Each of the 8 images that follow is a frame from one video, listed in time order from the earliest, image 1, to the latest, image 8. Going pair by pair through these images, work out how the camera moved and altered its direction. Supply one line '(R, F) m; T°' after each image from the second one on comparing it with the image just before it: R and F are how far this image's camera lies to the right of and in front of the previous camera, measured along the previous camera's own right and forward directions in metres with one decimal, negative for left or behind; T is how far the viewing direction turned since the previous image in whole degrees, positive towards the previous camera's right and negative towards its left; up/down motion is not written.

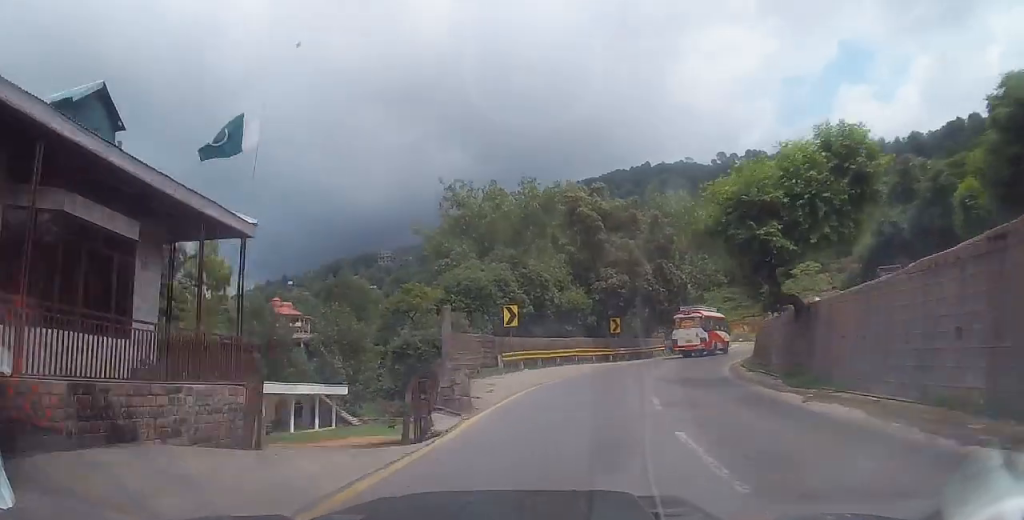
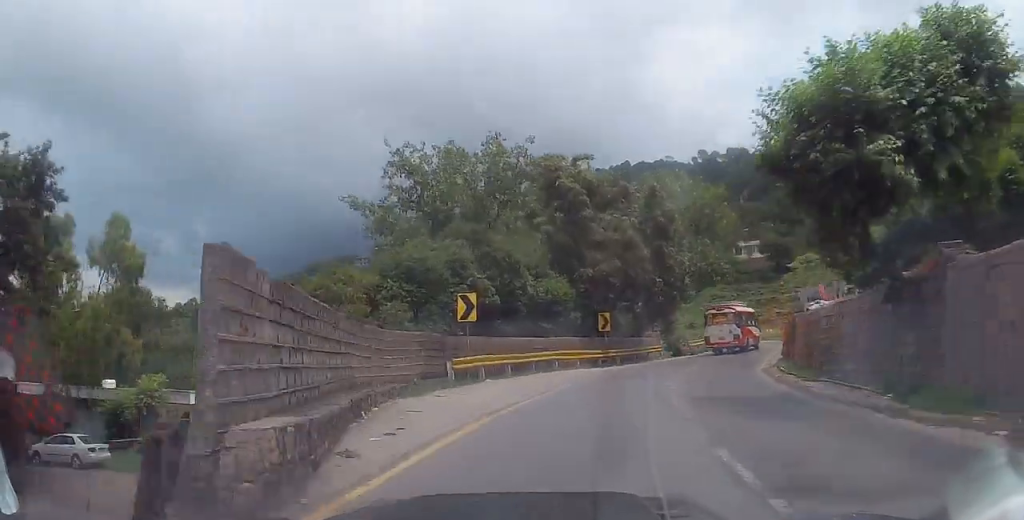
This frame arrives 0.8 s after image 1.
(+0.4, +7.4) m; +4°
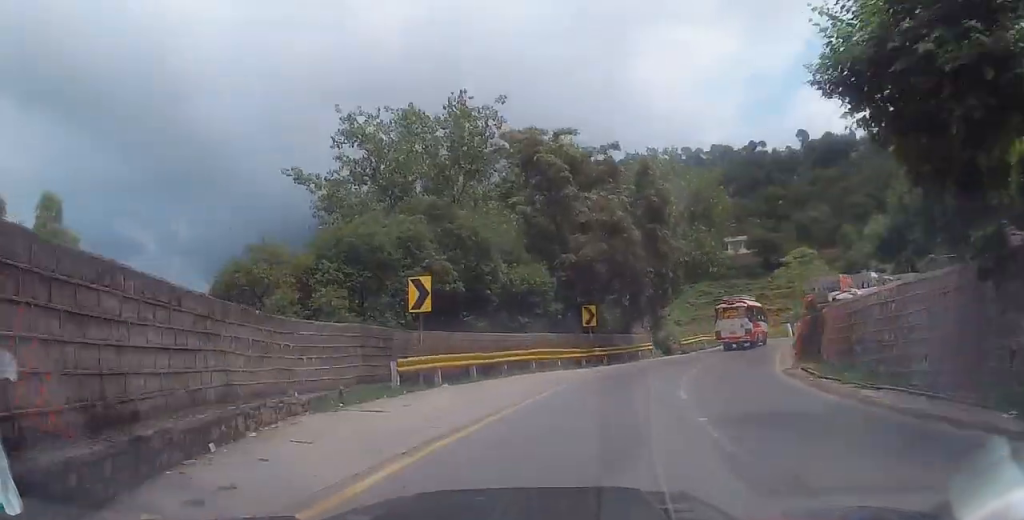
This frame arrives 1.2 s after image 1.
(+0.2, +4.2) m; +3°
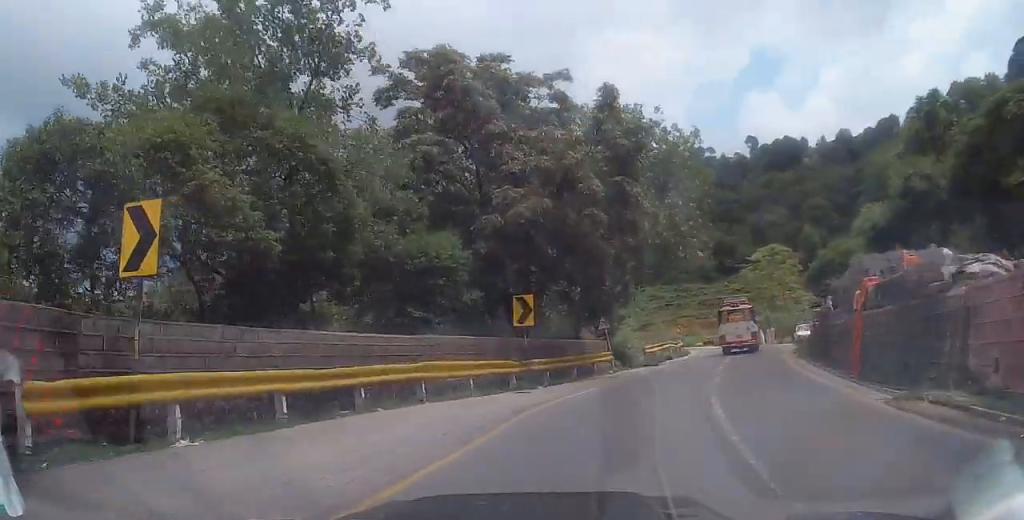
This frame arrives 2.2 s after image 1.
(+0.1, +9.6) m; +4°
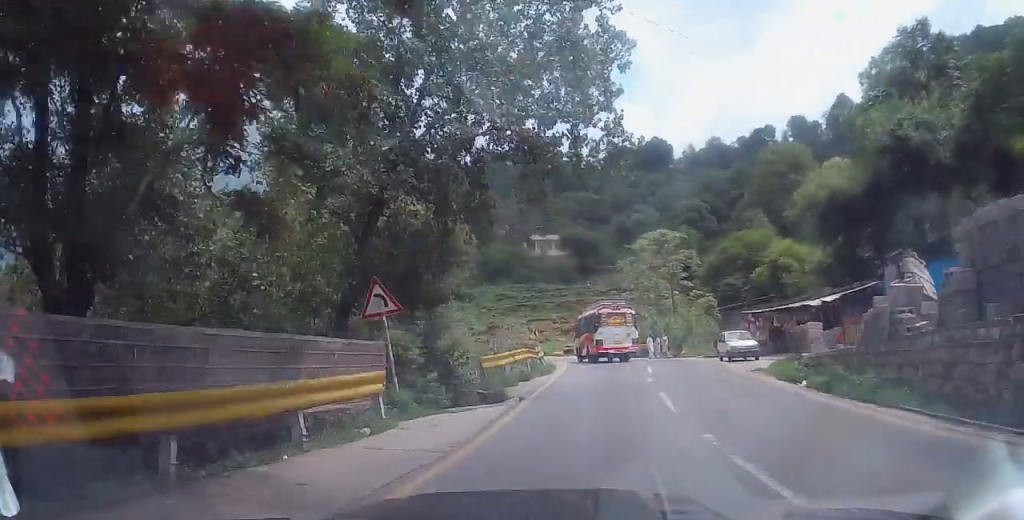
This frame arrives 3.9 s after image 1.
(+2.4, +16.3) m; +12°
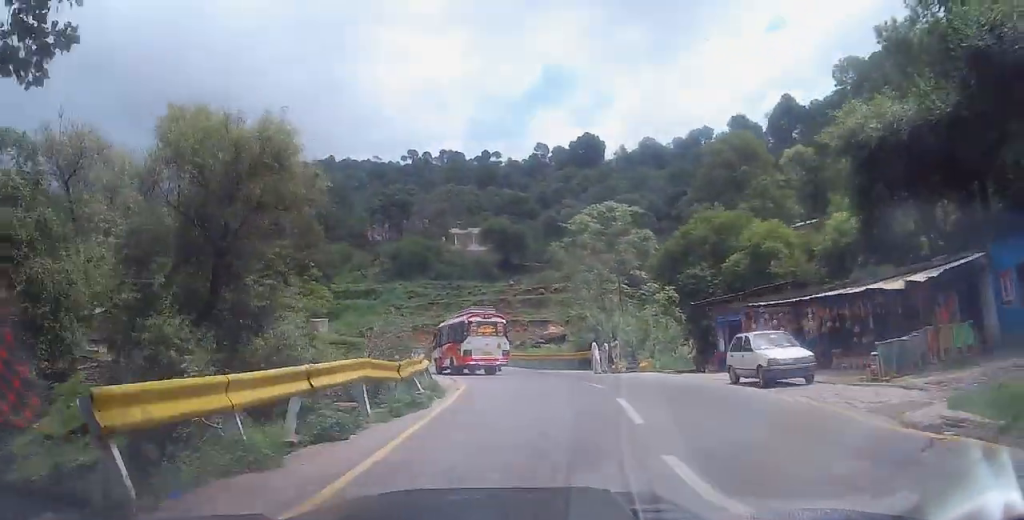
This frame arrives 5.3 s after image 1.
(0.0, +13.2) m; +2°
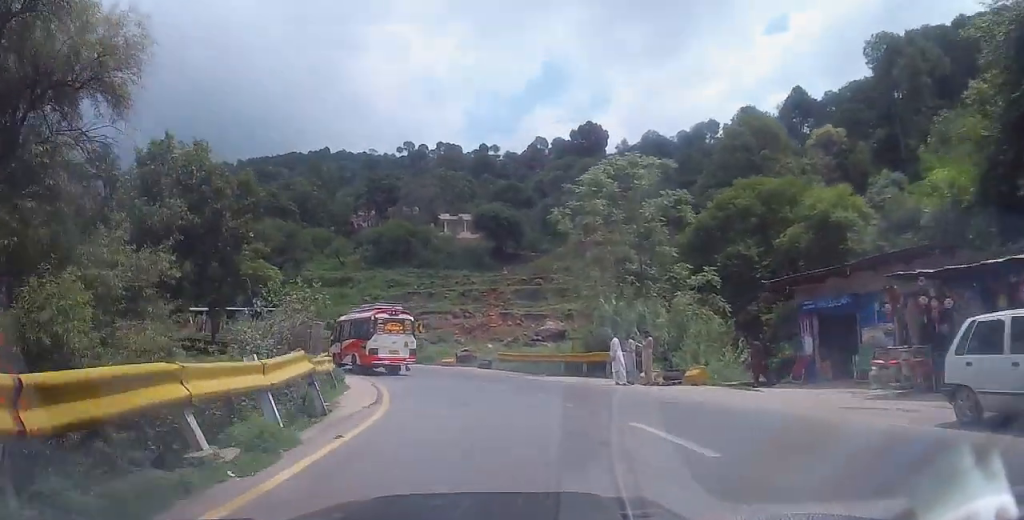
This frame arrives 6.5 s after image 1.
(+0.6, +10.6) m; +2°
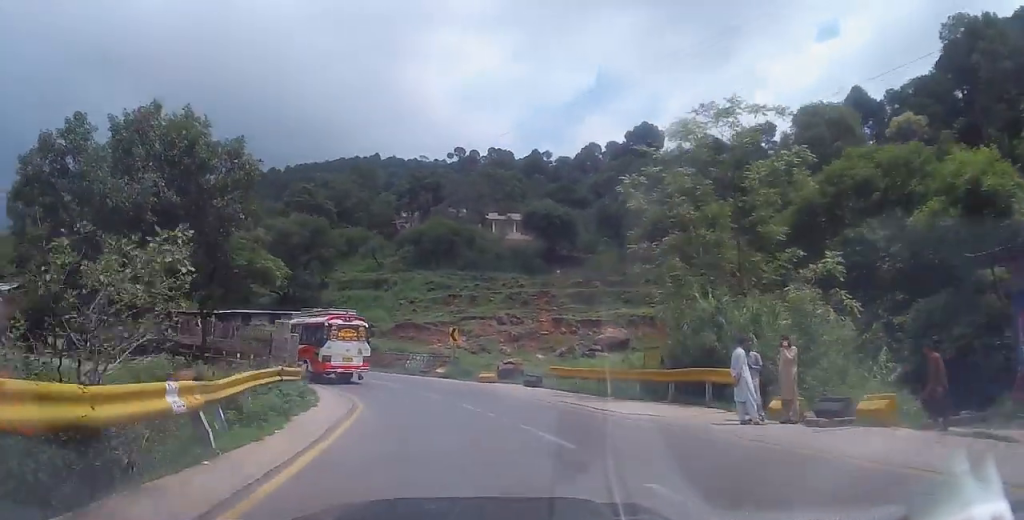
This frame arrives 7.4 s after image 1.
(0.0, +8.3) m; -3°
